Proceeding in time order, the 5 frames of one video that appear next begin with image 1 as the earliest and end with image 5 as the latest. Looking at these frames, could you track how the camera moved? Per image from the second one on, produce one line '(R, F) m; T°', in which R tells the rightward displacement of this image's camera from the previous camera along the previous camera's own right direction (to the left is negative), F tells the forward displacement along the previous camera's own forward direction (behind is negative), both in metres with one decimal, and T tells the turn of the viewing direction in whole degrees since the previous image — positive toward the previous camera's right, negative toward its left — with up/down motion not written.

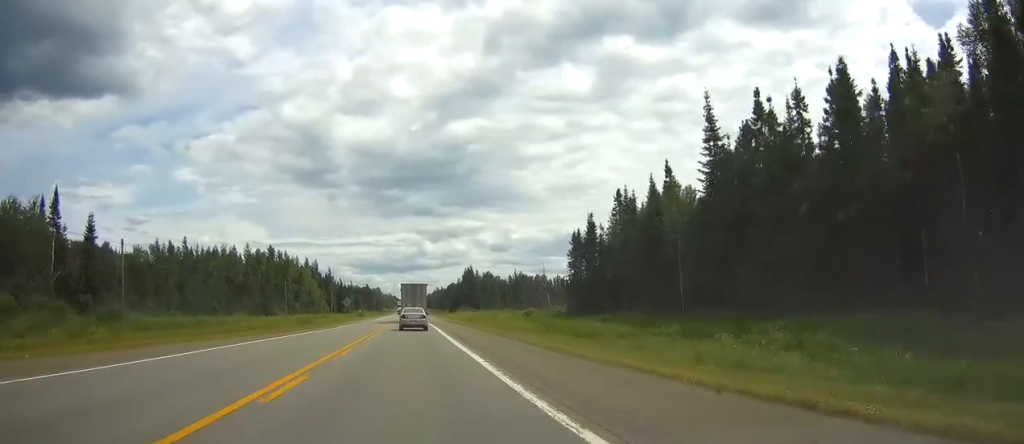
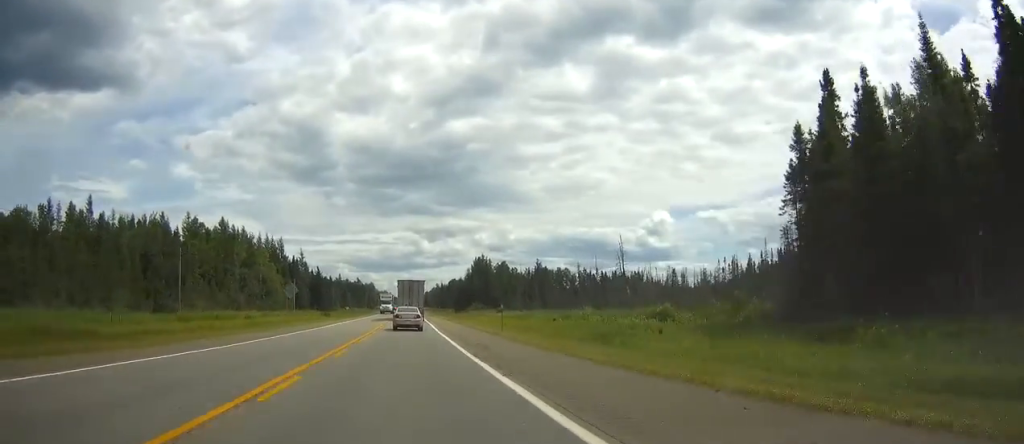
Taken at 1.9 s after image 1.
(0.0, +52.6) m; 0°
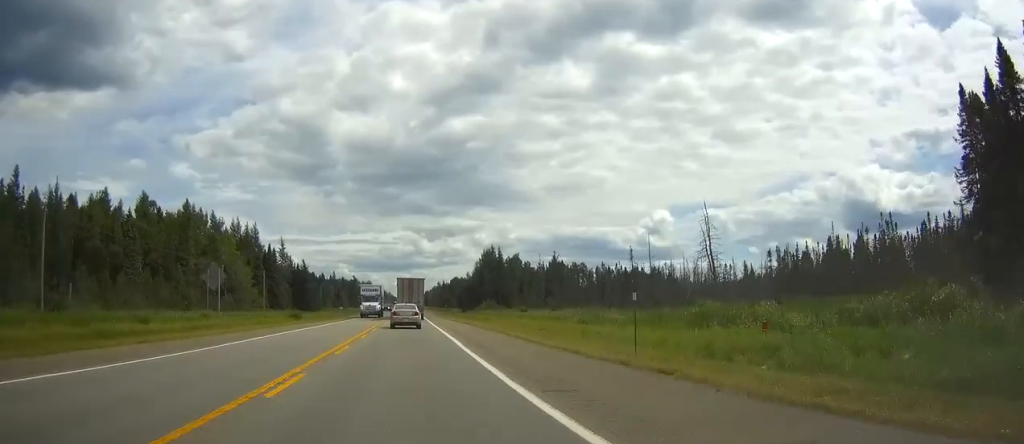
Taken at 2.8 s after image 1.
(0.0, +26.2) m; 0°
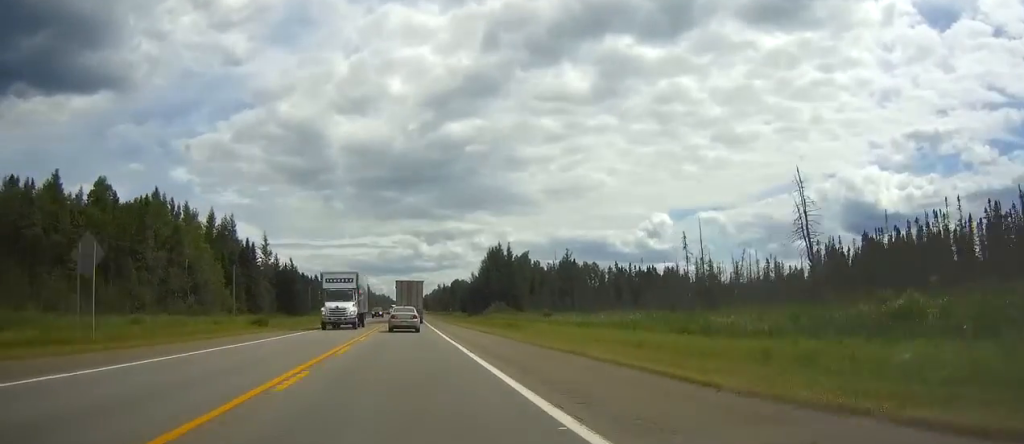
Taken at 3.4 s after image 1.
(0.0, +16.8) m; 0°
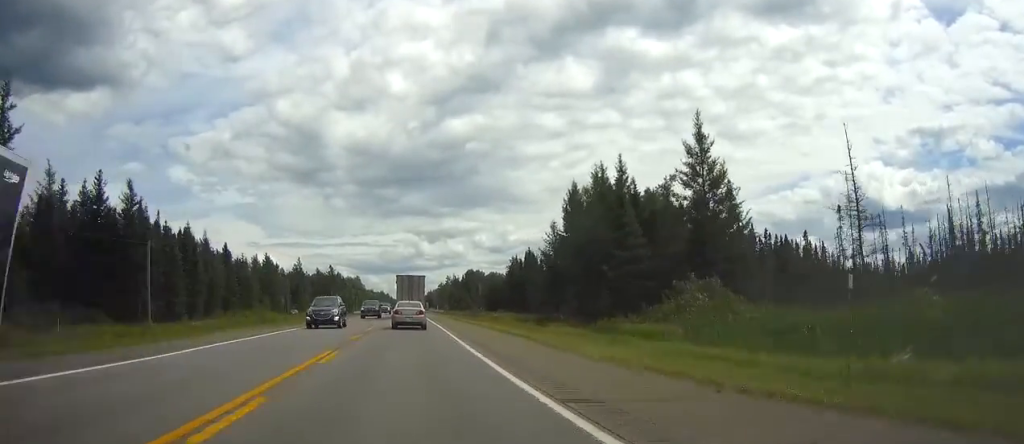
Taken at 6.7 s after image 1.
(+1.6, +91.9) m; +1°
